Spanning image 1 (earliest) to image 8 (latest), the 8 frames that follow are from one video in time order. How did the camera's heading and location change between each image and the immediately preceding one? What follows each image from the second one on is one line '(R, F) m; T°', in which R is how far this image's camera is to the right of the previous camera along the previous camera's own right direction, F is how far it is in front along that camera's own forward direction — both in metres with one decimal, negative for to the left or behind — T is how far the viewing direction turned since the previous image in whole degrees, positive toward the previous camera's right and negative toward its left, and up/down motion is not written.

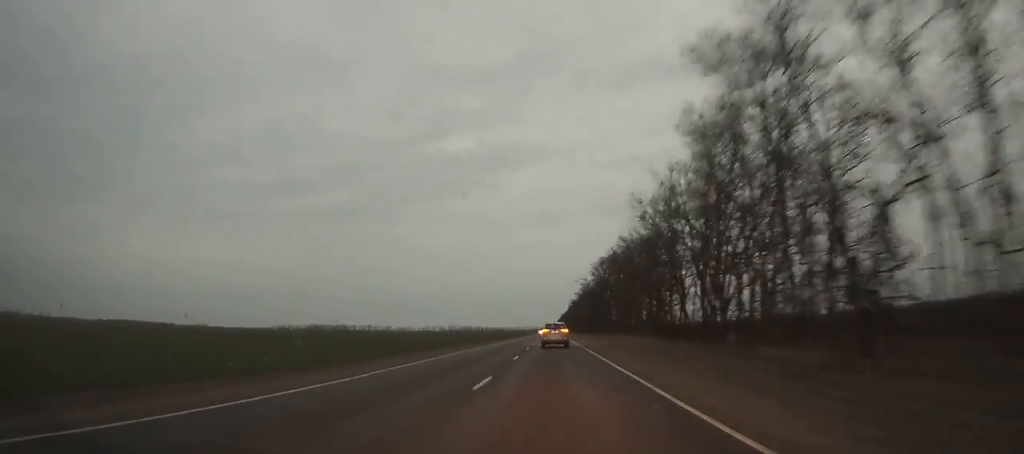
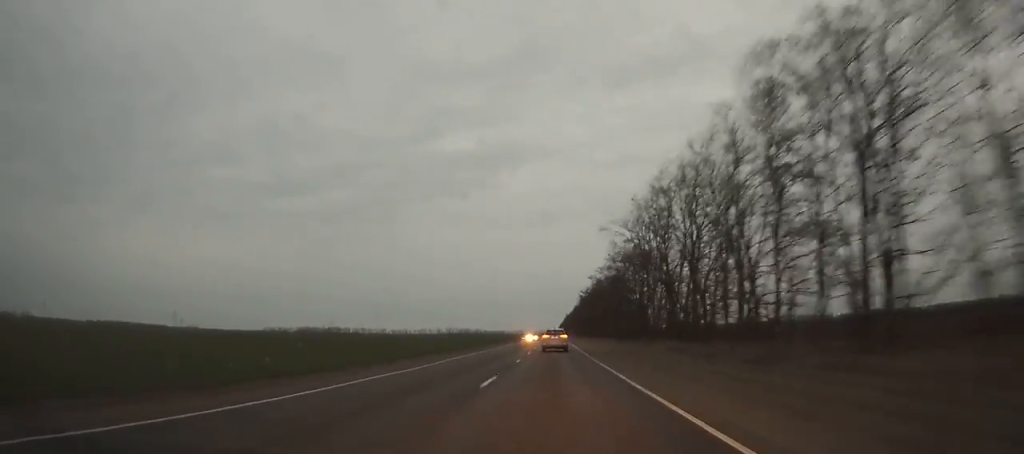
(0.0, +57.7) m; 0°
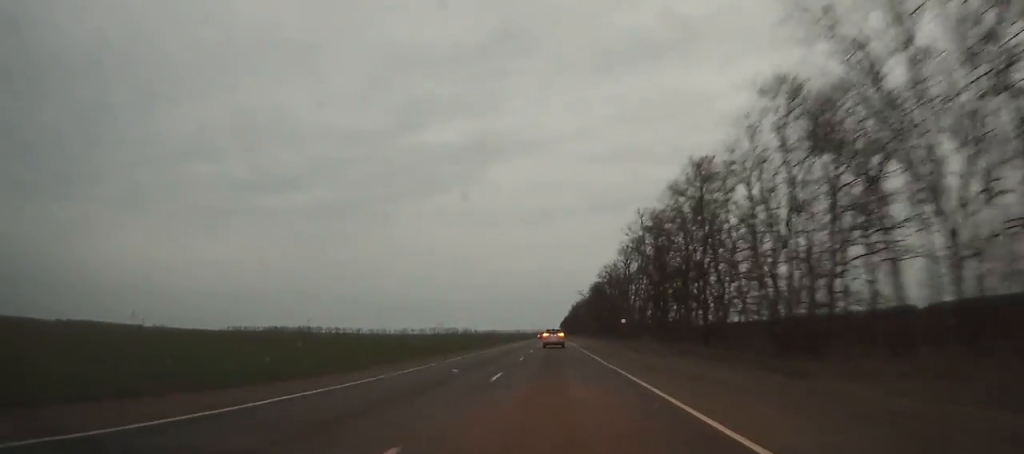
(+0.1, +141.8) m; 0°
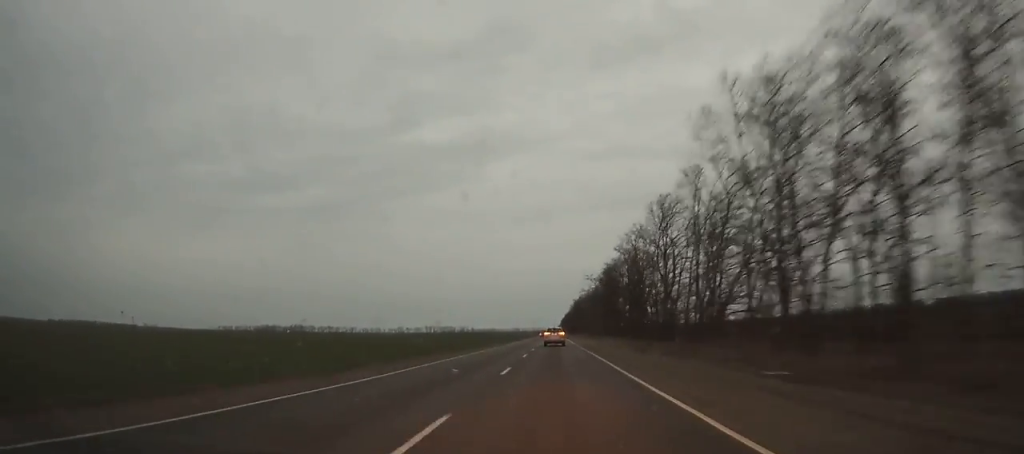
(0.0, +33.2) m; 0°
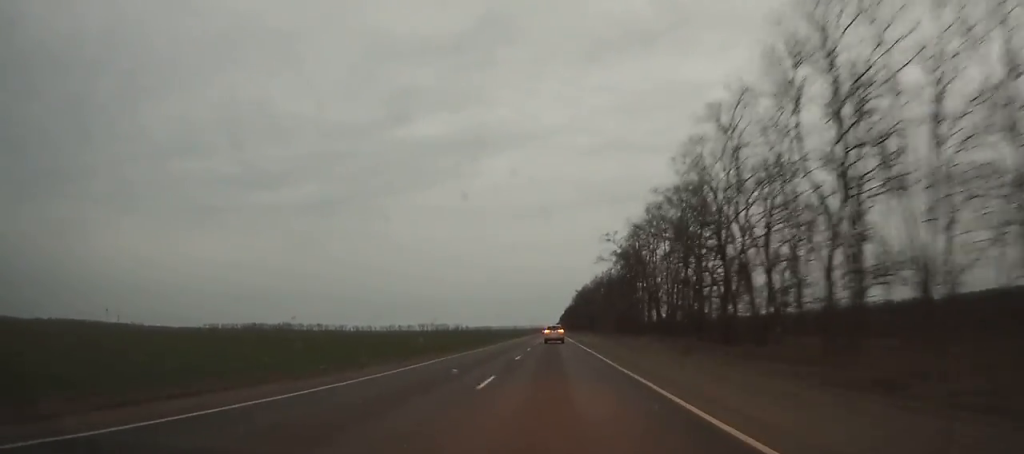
(0.0, +40.9) m; 0°
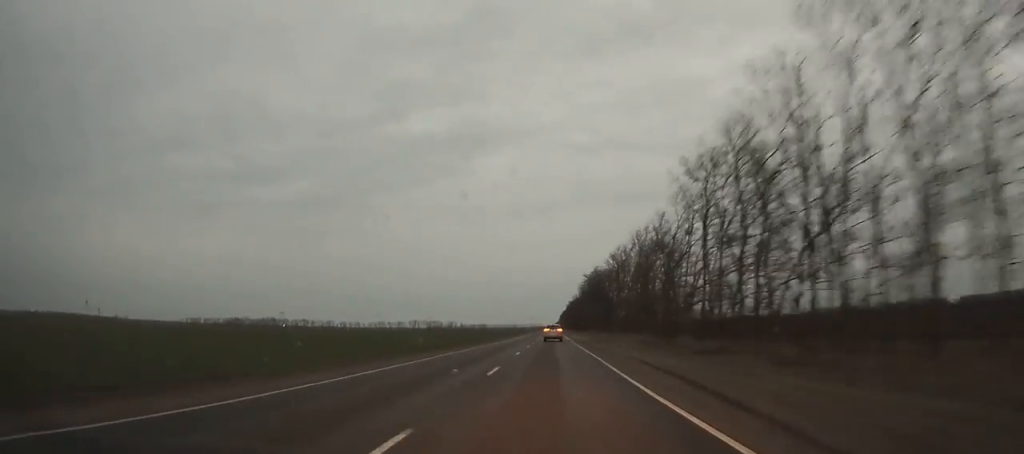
(+0.2, +56.4) m; 0°
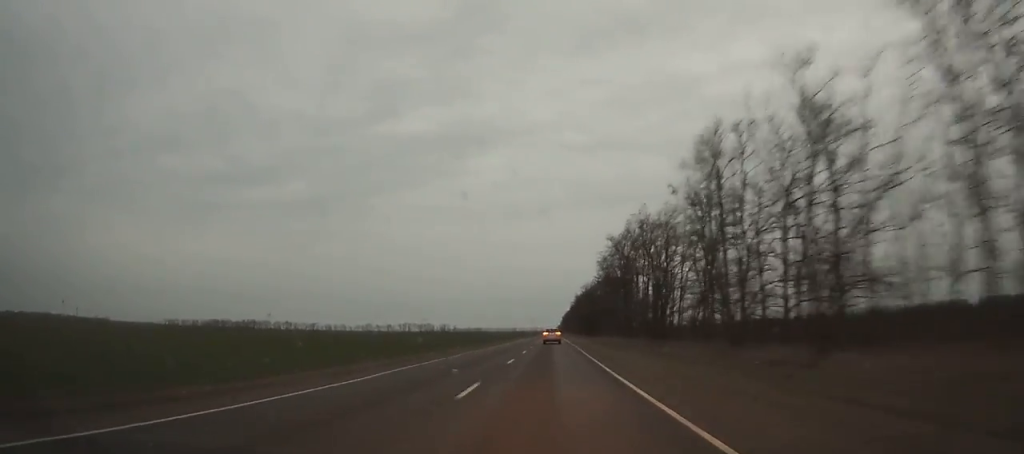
(-0.2, +64.6) m; 0°
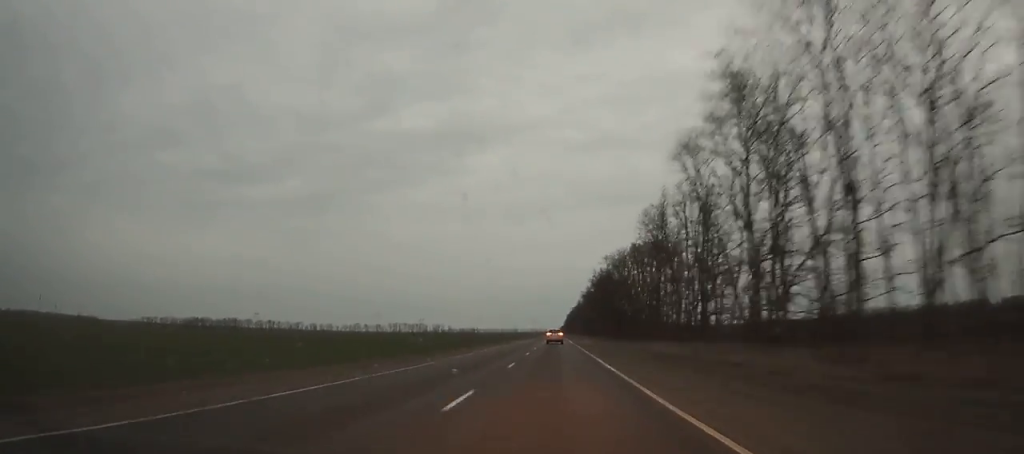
(-0.2, +62.3) m; 0°
